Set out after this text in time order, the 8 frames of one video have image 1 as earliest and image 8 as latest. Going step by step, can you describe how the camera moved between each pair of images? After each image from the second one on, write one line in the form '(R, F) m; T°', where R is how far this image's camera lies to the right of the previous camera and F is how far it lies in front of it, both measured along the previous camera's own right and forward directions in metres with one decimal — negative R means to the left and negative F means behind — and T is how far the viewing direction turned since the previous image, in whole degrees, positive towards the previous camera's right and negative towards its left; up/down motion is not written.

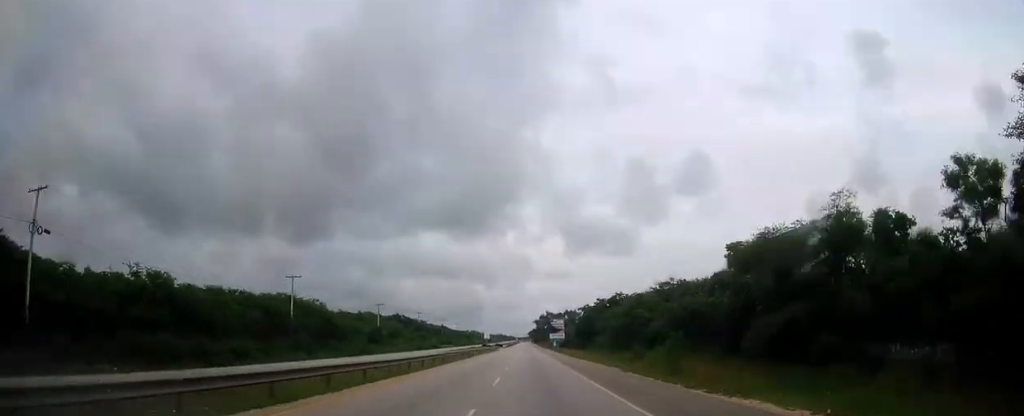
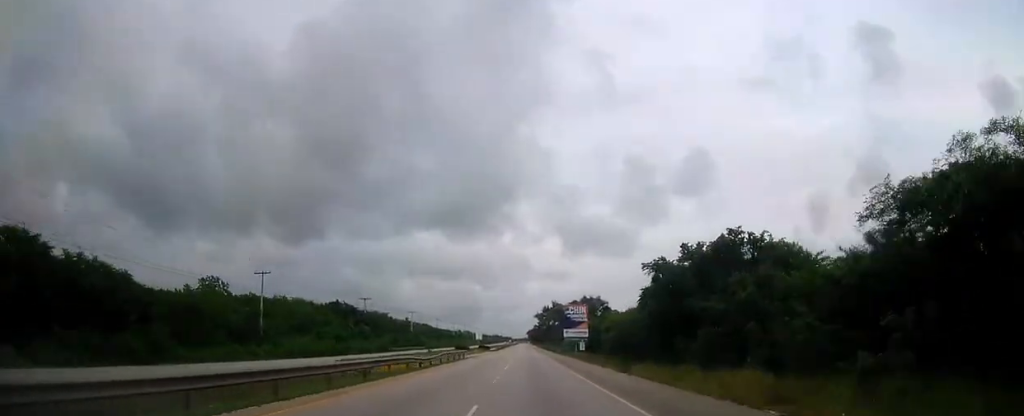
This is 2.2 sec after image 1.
(+0.1, +60.3) m; 0°
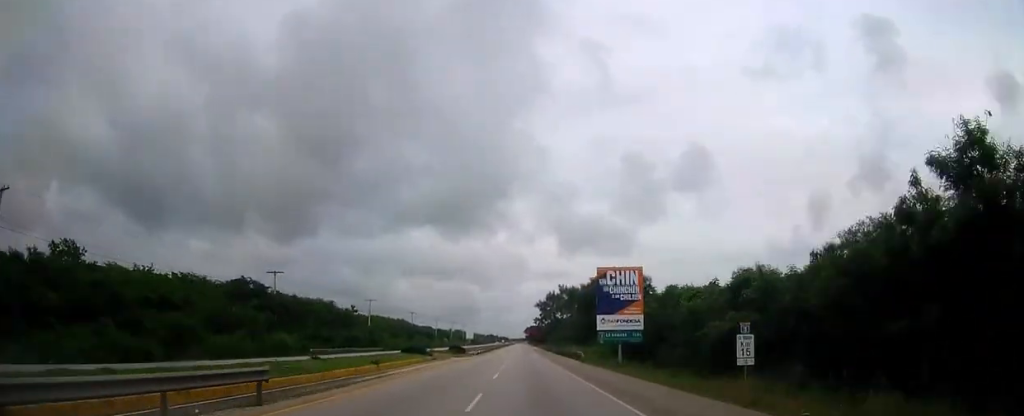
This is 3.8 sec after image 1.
(0.0, +44.0) m; 0°
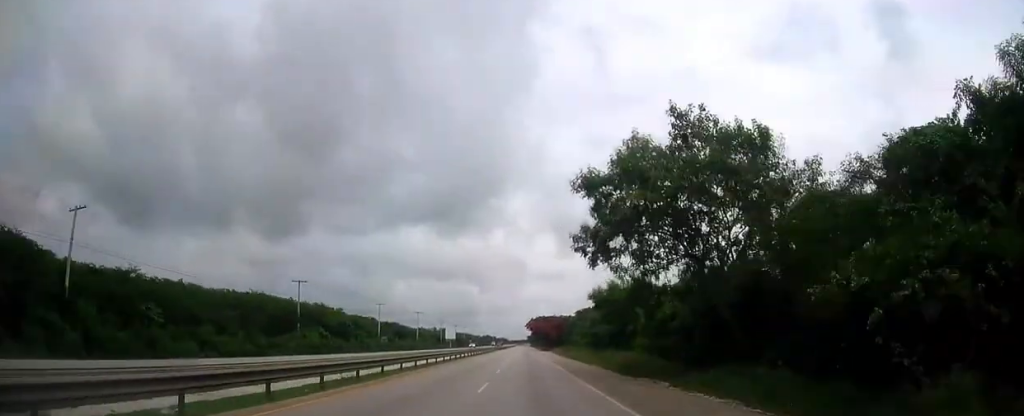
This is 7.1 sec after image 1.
(-0.1, +91.8) m; 0°
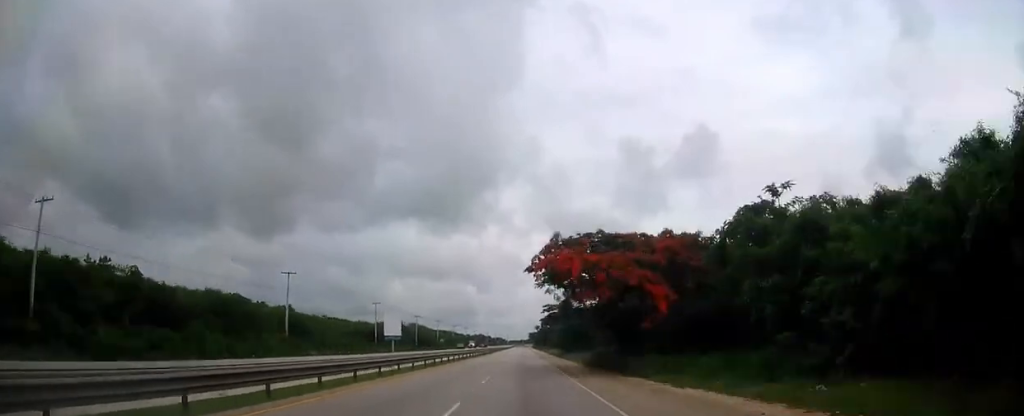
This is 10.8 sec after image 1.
(0.0, +105.6) m; 0°
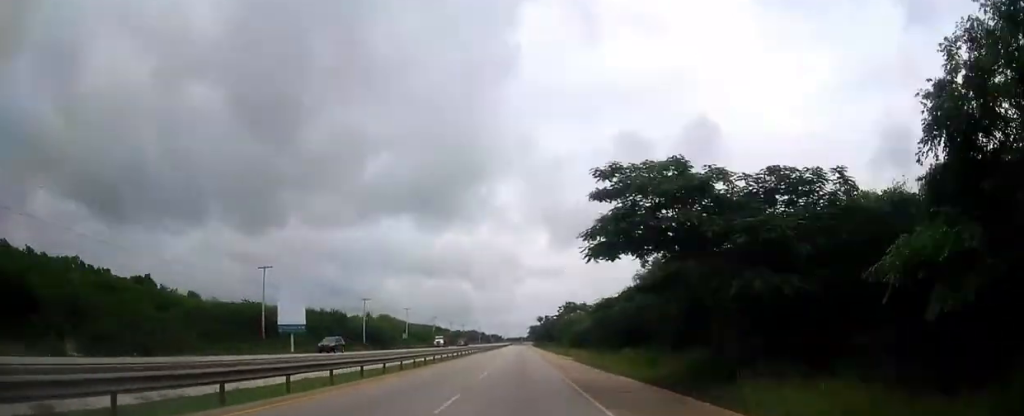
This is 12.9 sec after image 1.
(-0.1, +62.2) m; 0°
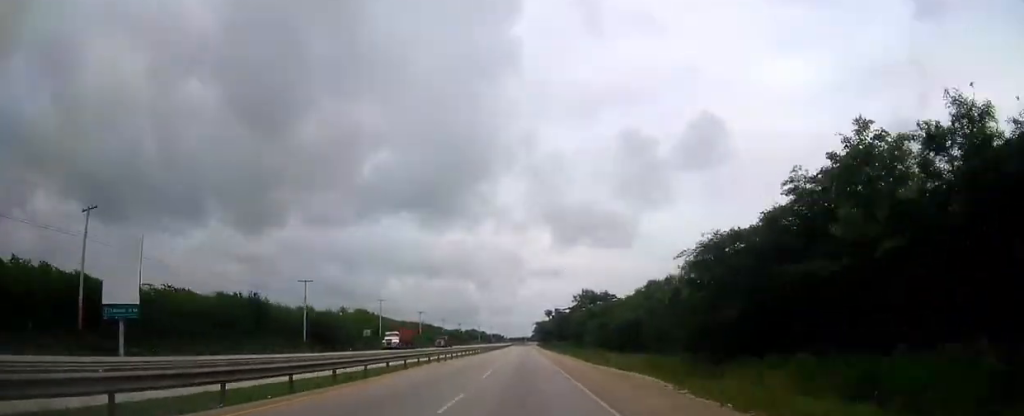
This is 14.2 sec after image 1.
(0.0, +38.5) m; 0°
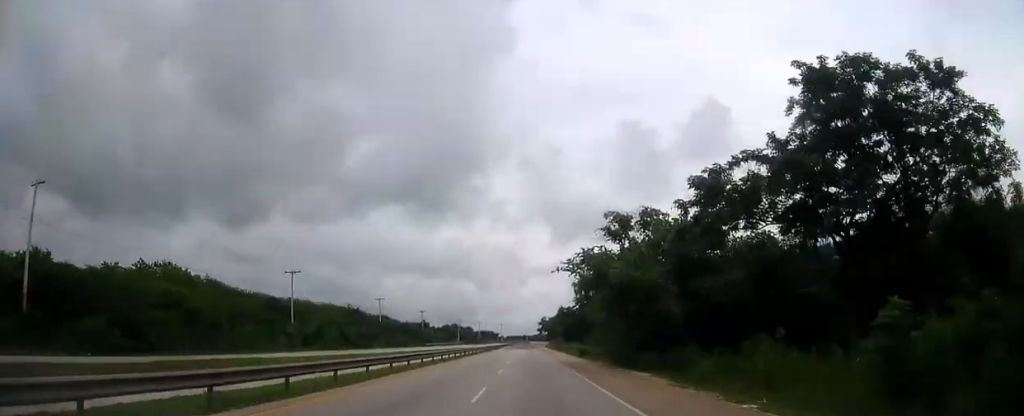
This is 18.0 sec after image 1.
(-0.1, +109.4) m; 0°
